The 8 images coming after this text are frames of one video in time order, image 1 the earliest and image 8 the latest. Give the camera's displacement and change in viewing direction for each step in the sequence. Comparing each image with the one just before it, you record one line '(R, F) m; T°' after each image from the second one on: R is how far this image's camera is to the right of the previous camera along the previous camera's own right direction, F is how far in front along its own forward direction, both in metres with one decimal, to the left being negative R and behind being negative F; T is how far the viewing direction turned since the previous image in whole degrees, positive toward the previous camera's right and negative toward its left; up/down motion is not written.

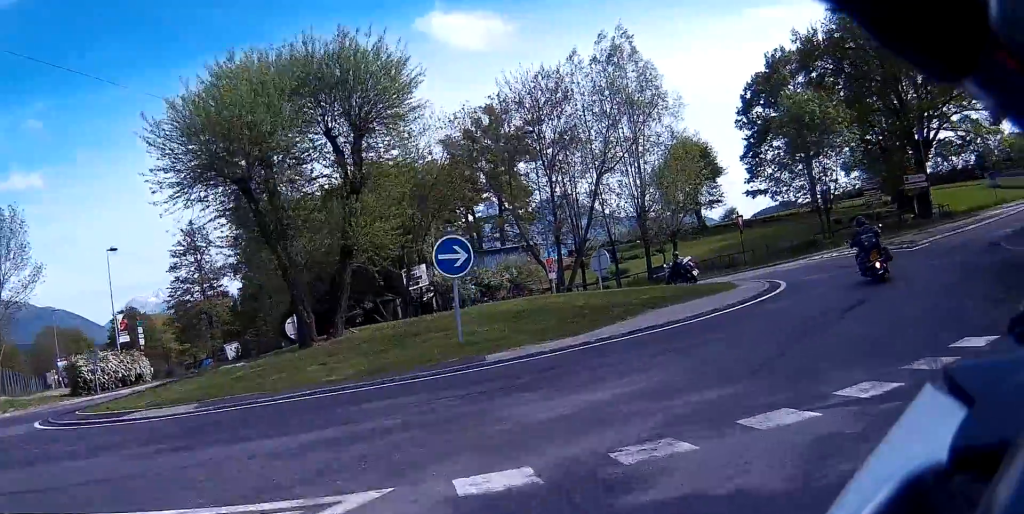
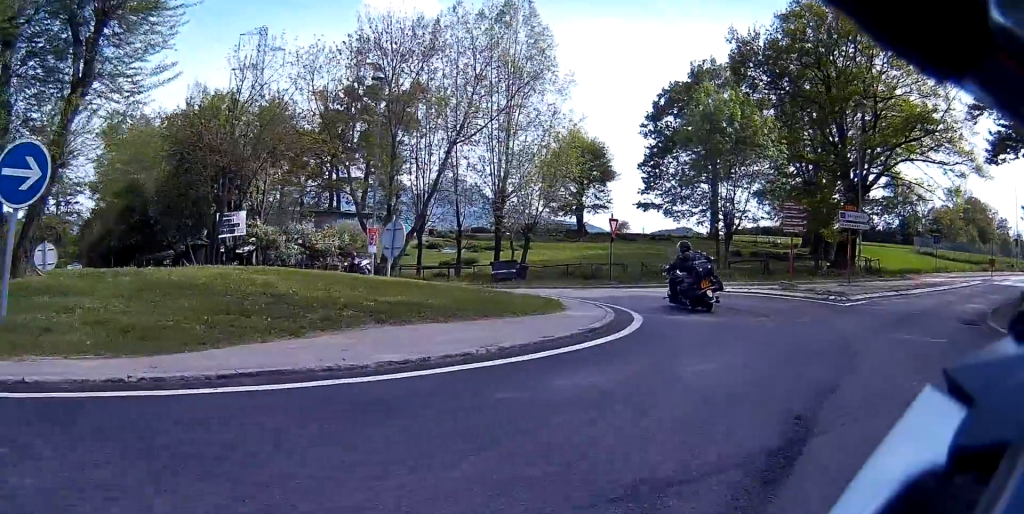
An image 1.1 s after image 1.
(0.0, +7.8) m; +3°
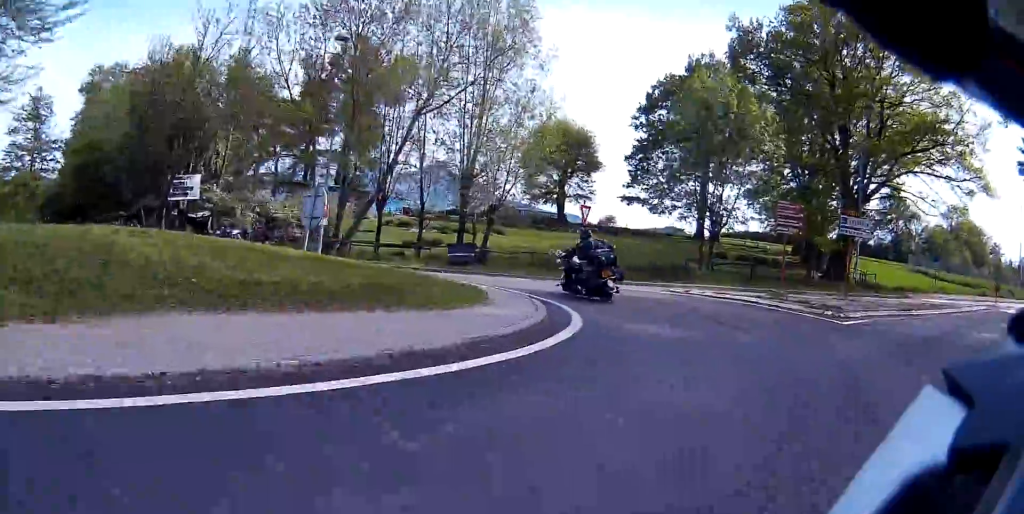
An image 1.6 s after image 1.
(-0.1, +3.2) m; +2°
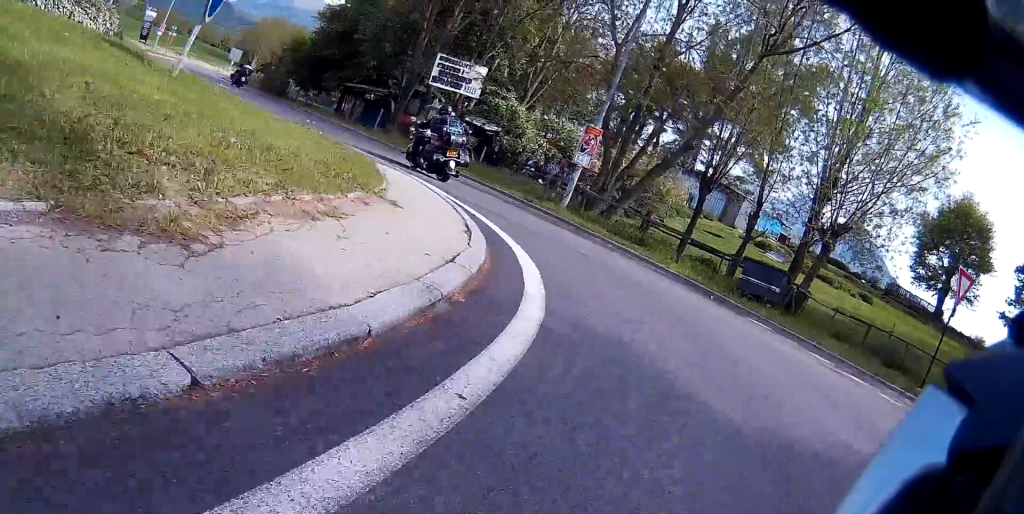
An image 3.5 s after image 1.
(+0.2, +12.4) m; -21°
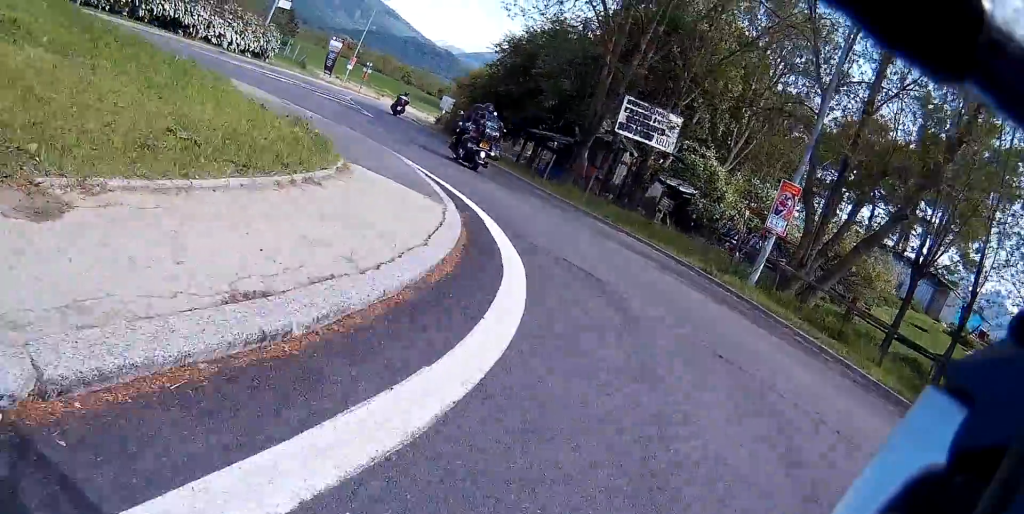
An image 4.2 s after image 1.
(-1.3, +4.2) m; -19°
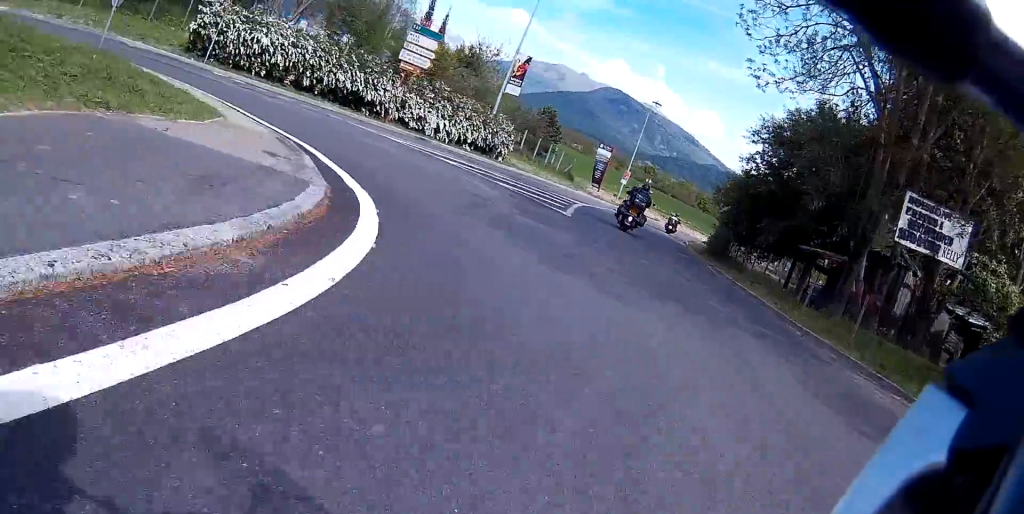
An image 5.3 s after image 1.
(-1.5, +7.0) m; -19°
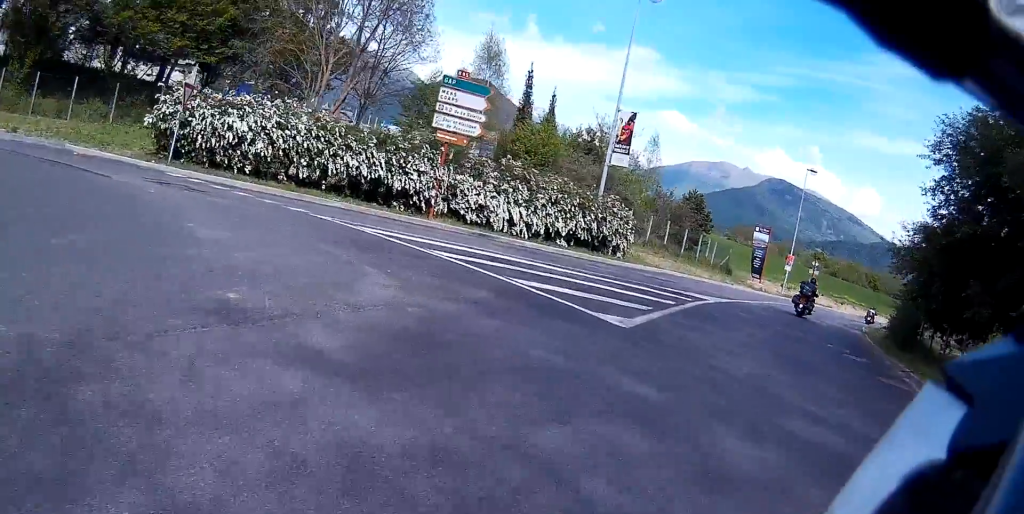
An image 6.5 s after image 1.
(-0.9, +8.8) m; -9°
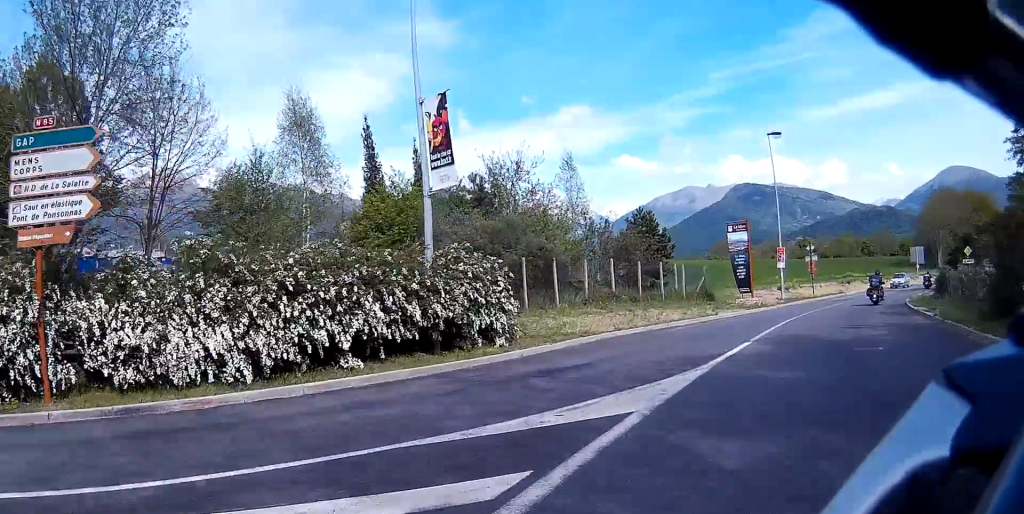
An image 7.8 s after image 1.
(-0.3, +12.7) m; +1°
